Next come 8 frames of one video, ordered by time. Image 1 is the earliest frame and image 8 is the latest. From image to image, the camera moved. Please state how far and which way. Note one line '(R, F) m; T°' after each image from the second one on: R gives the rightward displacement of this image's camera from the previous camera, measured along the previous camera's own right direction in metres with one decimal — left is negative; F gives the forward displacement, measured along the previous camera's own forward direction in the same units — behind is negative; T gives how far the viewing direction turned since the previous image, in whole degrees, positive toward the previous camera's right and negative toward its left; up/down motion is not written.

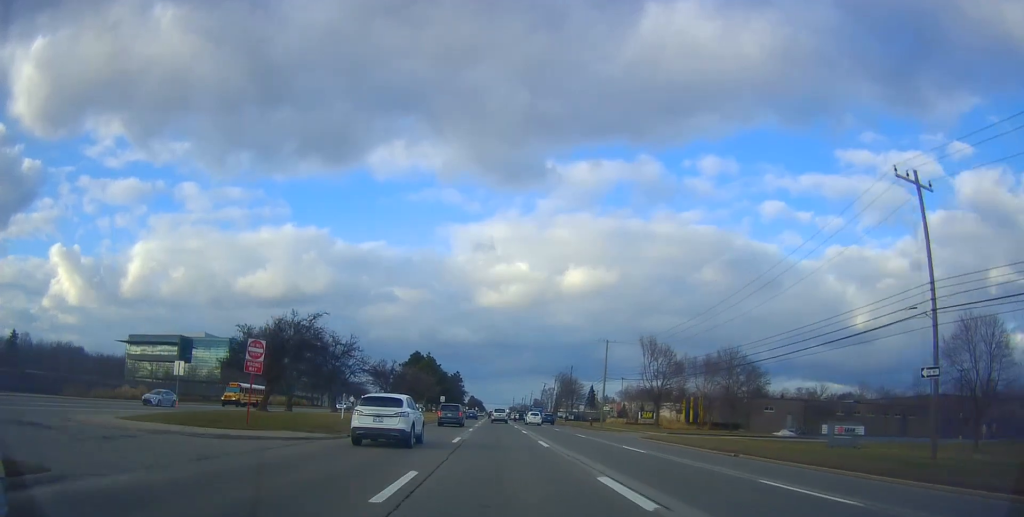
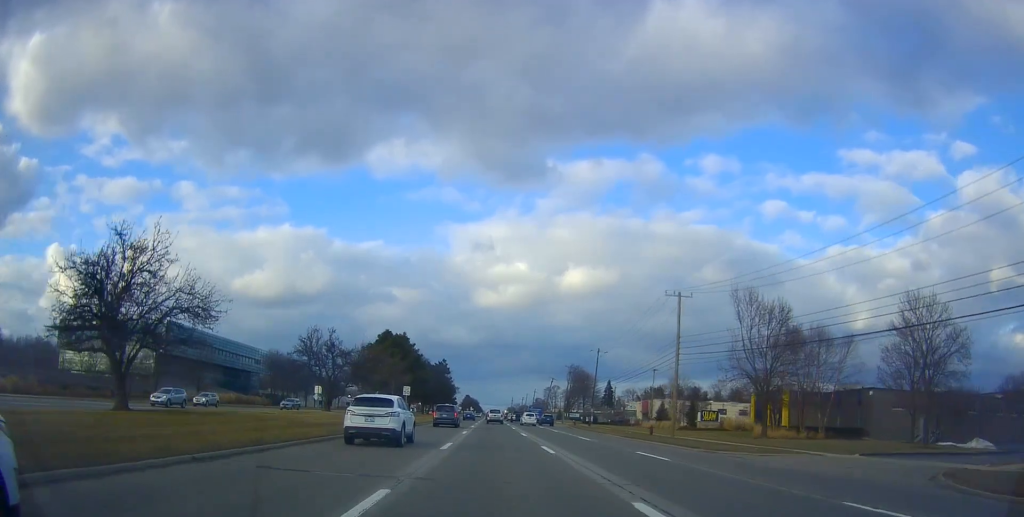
(+0.8, +33.6) m; -1°
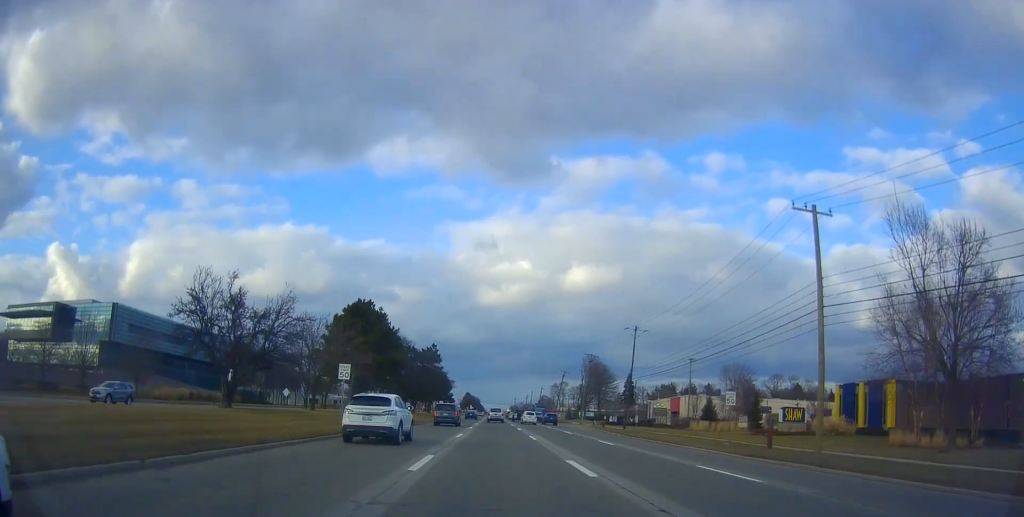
(-0.8, +22.6) m; 0°
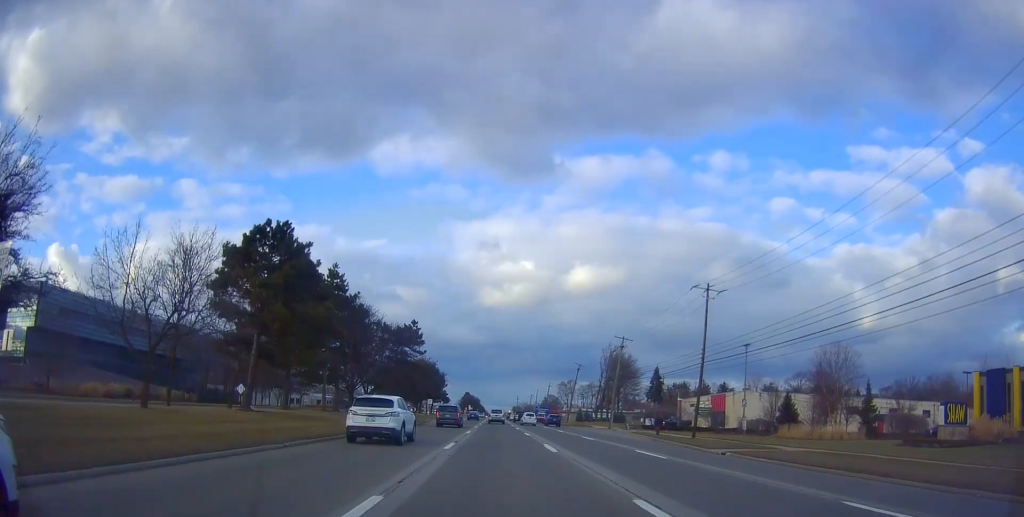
(+0.8, +23.4) m; +1°
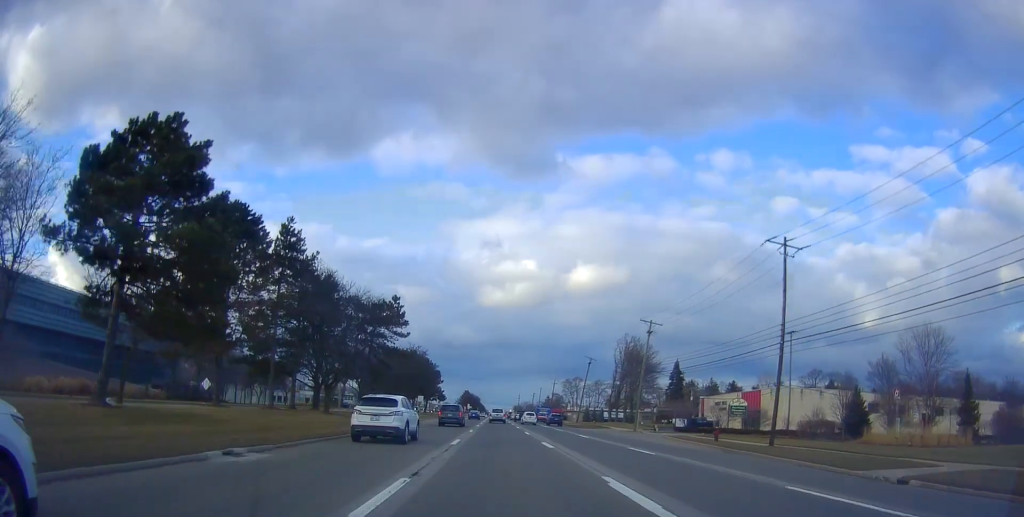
(-0.2, +13.2) m; 0°
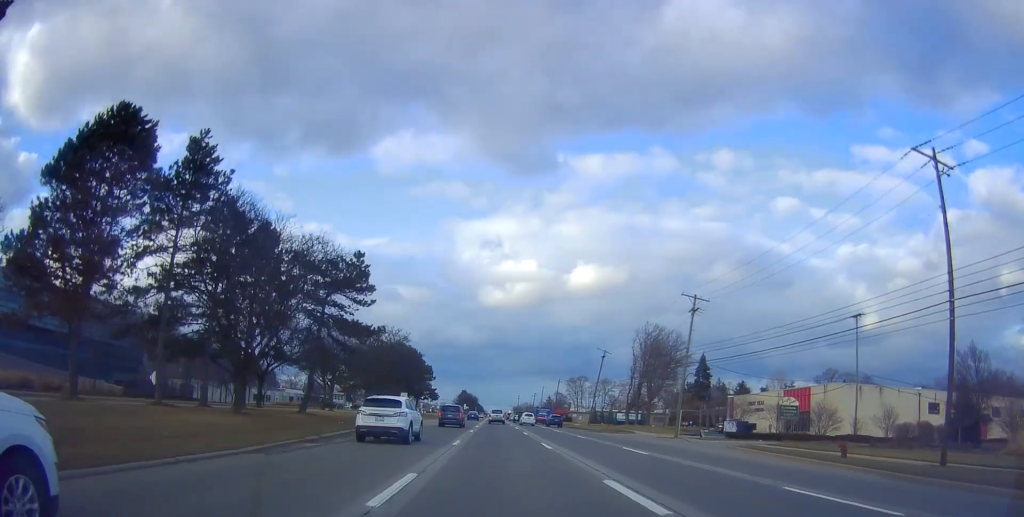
(0.0, +14.6) m; 0°
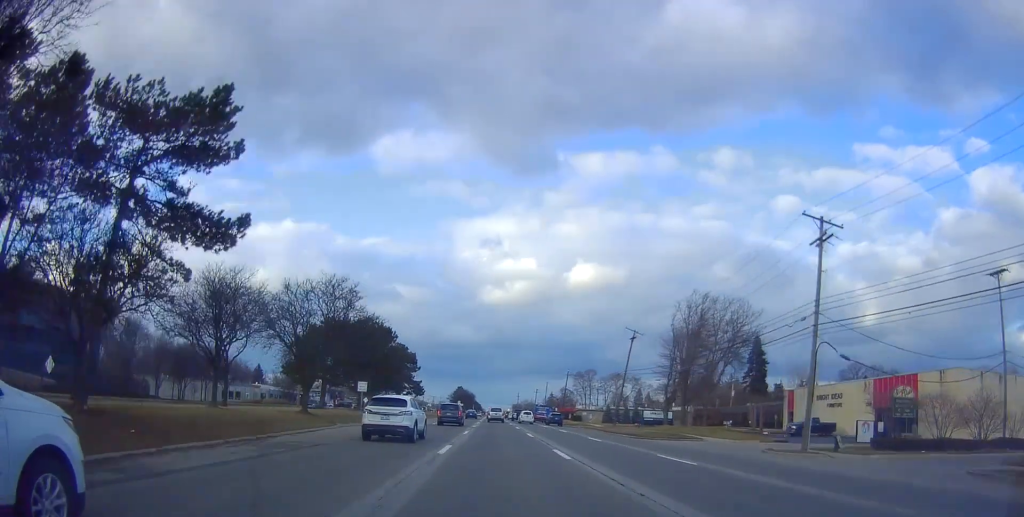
(+0.1, +21.1) m; -1°
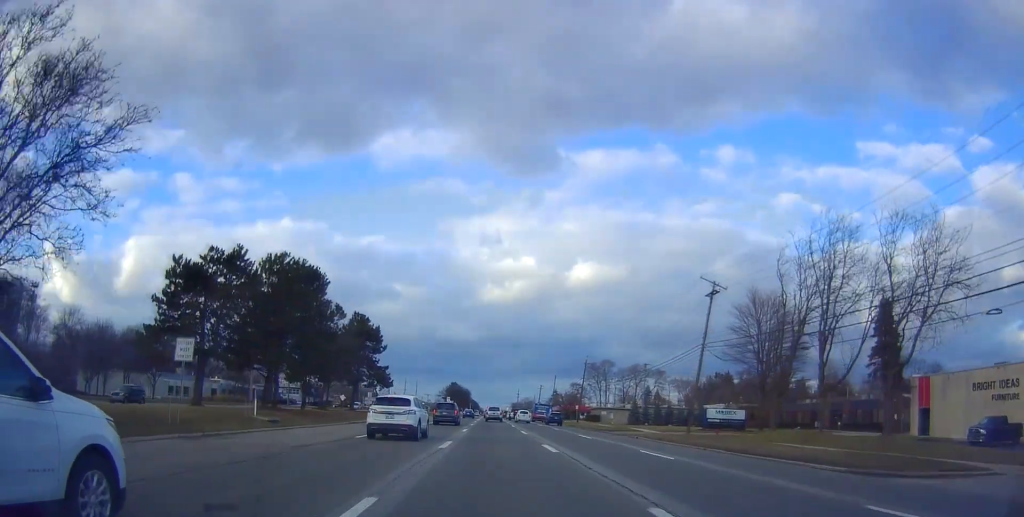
(-0.2, +28.1) m; +1°
